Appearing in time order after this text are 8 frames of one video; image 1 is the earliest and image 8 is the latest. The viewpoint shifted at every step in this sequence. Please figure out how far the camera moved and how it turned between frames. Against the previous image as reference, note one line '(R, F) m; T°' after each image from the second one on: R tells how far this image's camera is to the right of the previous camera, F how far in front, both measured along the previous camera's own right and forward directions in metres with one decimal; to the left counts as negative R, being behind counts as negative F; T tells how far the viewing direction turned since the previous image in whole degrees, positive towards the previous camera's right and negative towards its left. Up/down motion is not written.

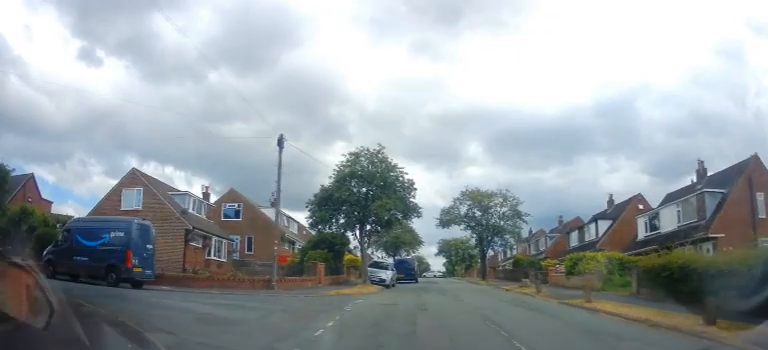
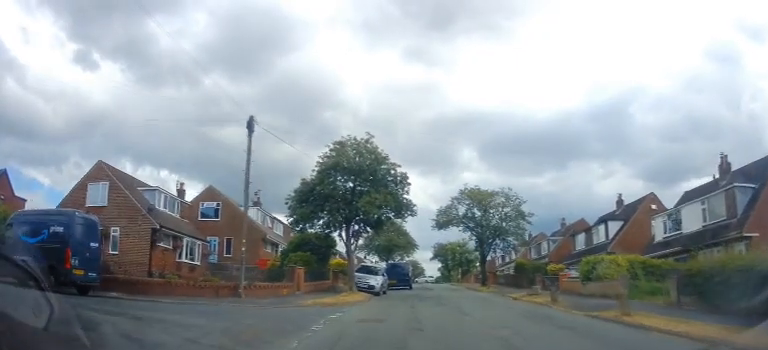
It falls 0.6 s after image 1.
(+0.2, +3.4) m; +3°
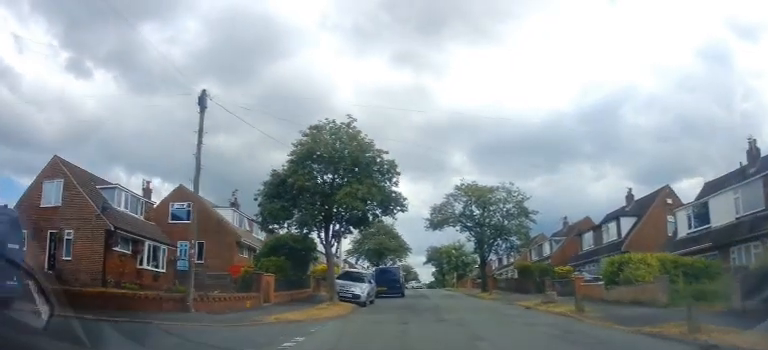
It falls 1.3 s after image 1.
(+0.1, +3.5) m; +3°
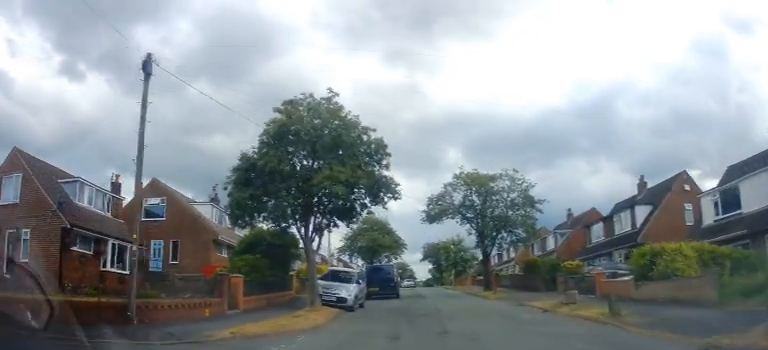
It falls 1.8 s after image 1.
(+0.1, +3.1) m; -1°
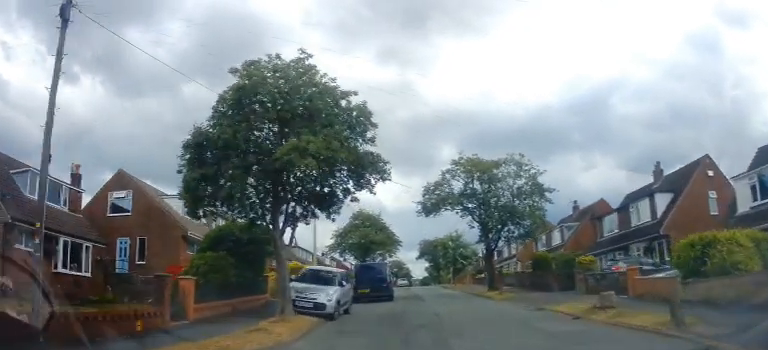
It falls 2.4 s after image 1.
(0.0, +3.5) m; -1°
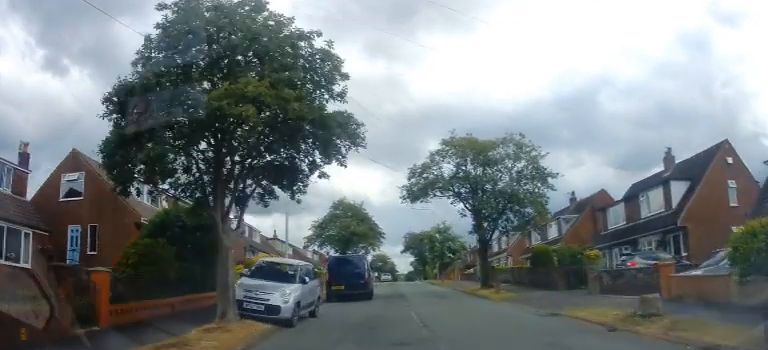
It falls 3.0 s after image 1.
(-0.2, +3.4) m; -1°
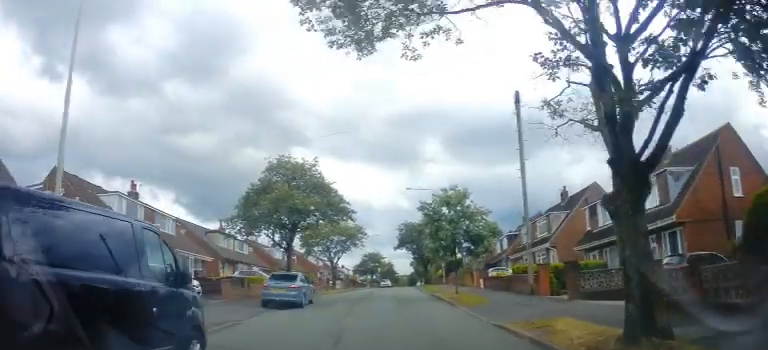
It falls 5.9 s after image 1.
(+1.4, +17.2) m; +1°
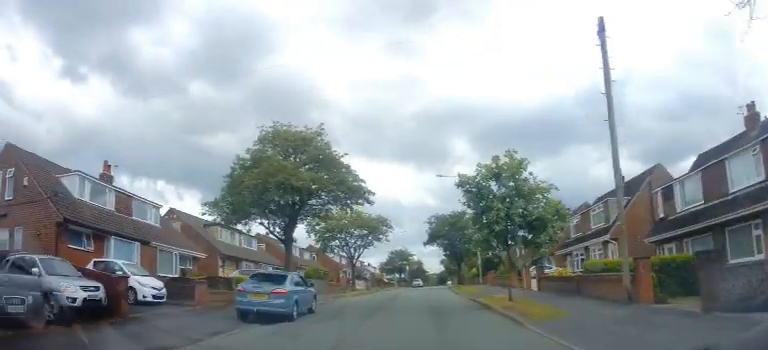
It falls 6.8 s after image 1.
(-0.1, +6.0) m; -1°
